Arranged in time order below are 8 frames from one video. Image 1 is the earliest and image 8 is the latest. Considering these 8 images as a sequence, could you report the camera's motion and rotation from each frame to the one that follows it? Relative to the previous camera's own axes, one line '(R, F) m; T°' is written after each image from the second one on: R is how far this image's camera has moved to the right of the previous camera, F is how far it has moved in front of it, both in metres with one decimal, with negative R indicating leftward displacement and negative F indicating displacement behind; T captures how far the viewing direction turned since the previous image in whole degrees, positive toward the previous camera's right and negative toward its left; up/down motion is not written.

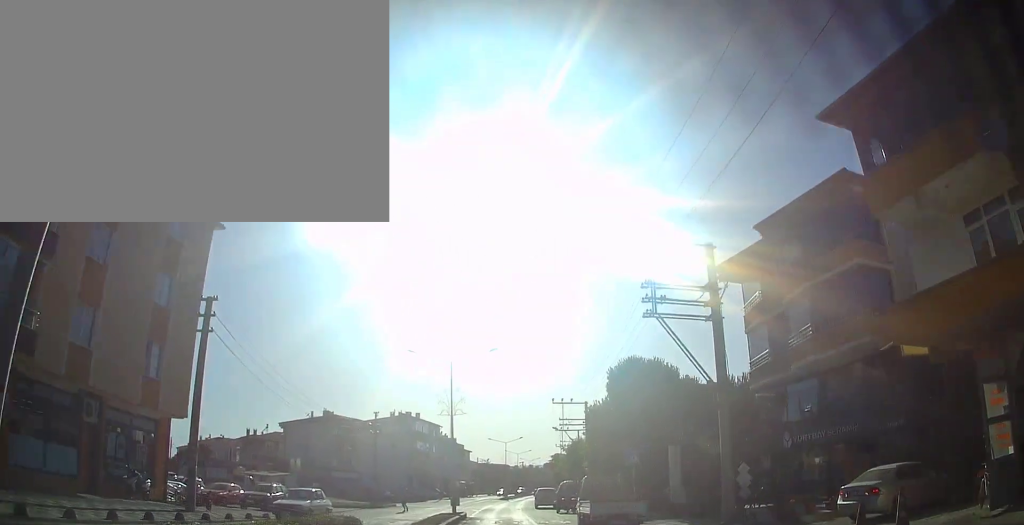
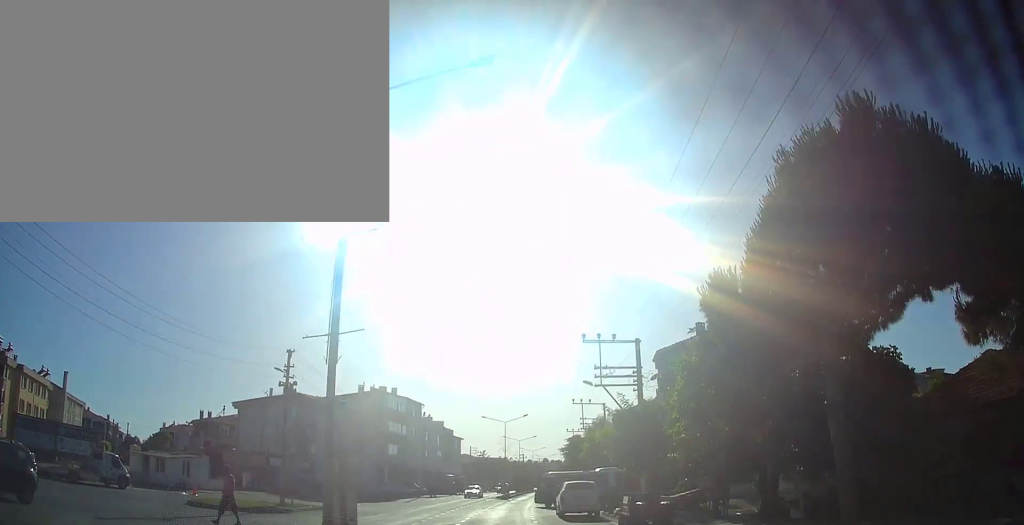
(+0.1, +23.0) m; +1°
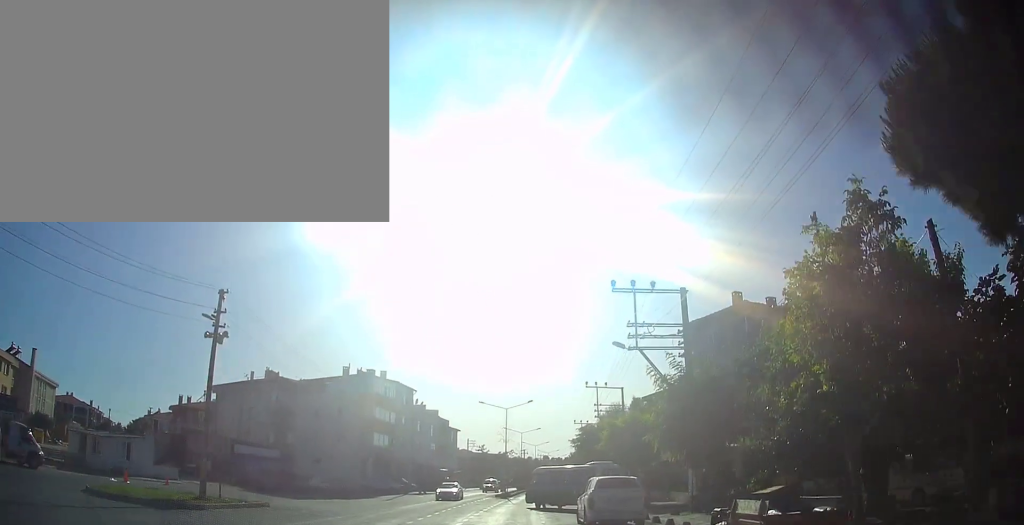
(+0.1, +9.3) m; 0°
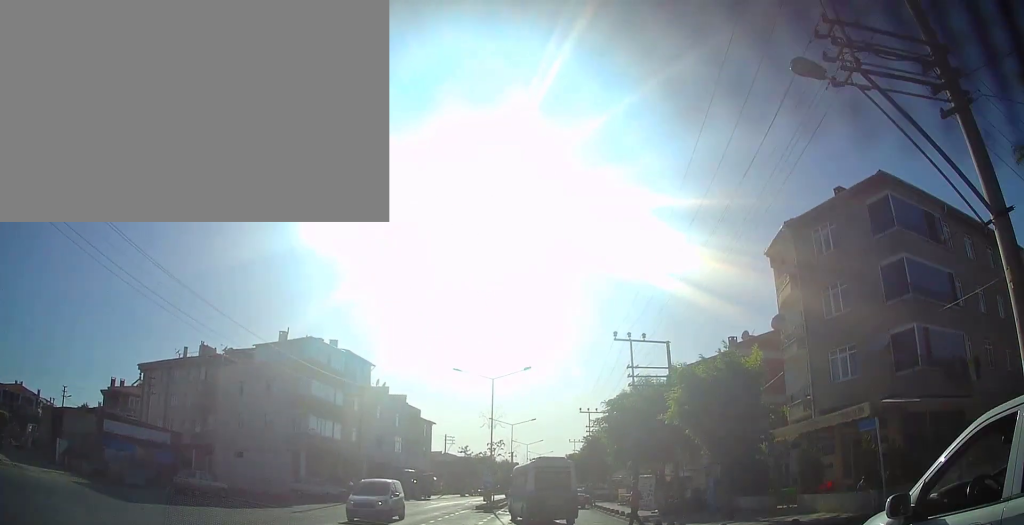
(-0.4, +20.0) m; -1°
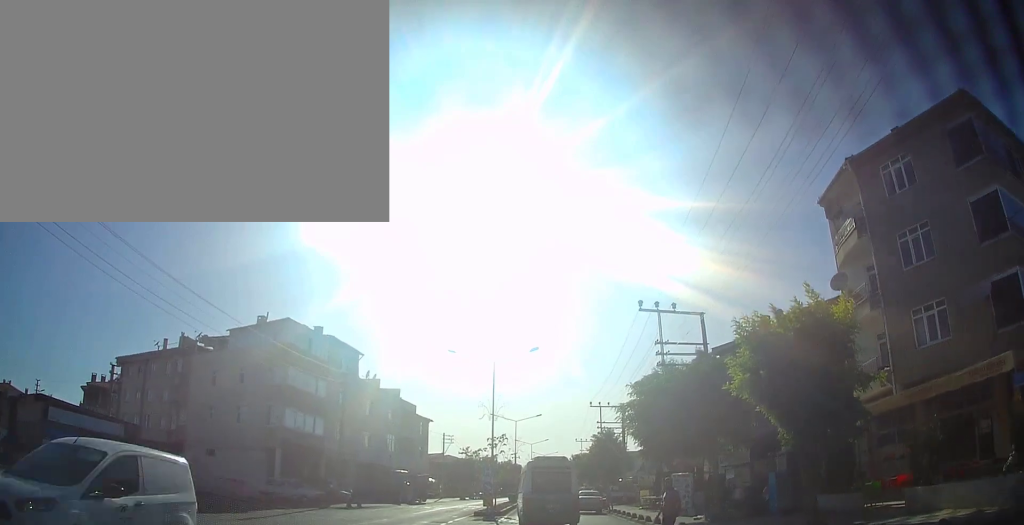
(0.0, +6.1) m; 0°
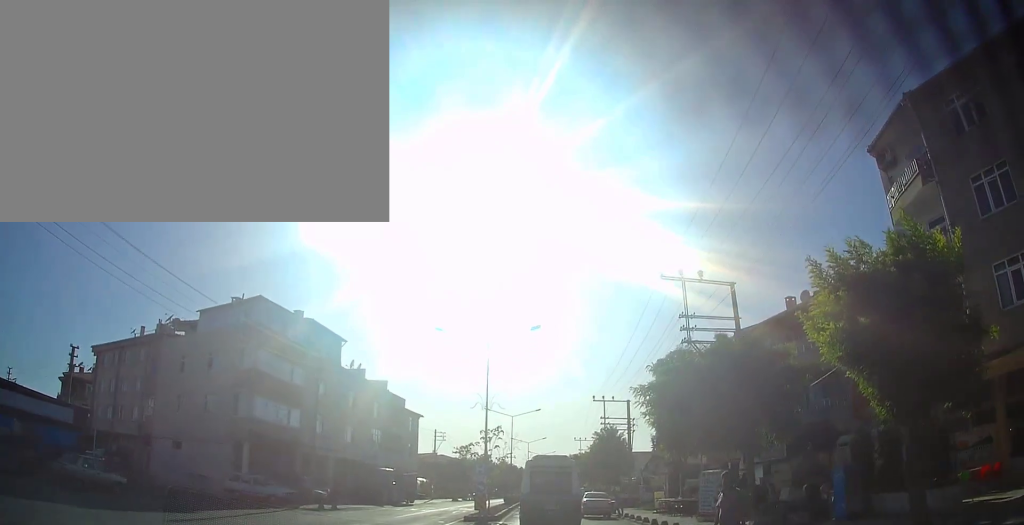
(0.0, +4.4) m; 0°
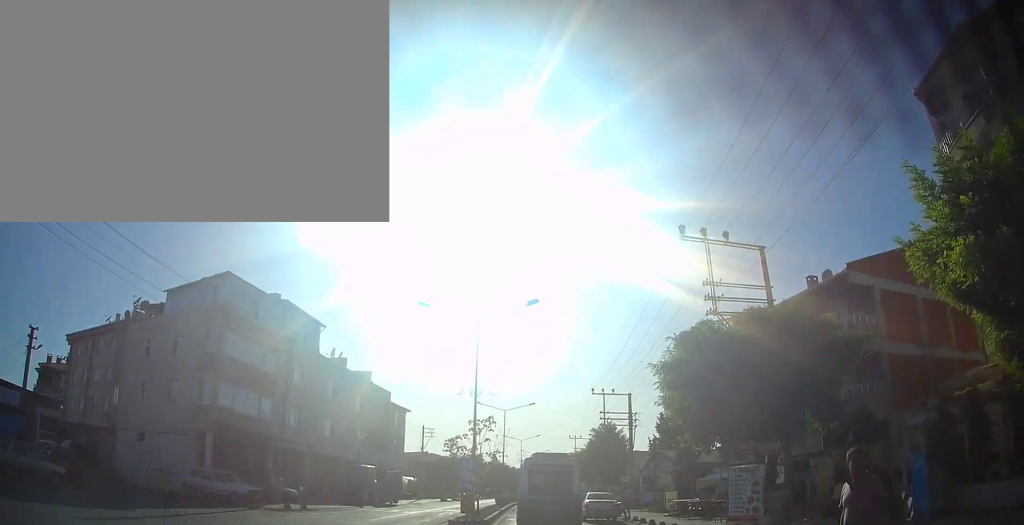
(0.0, +4.1) m; +1°
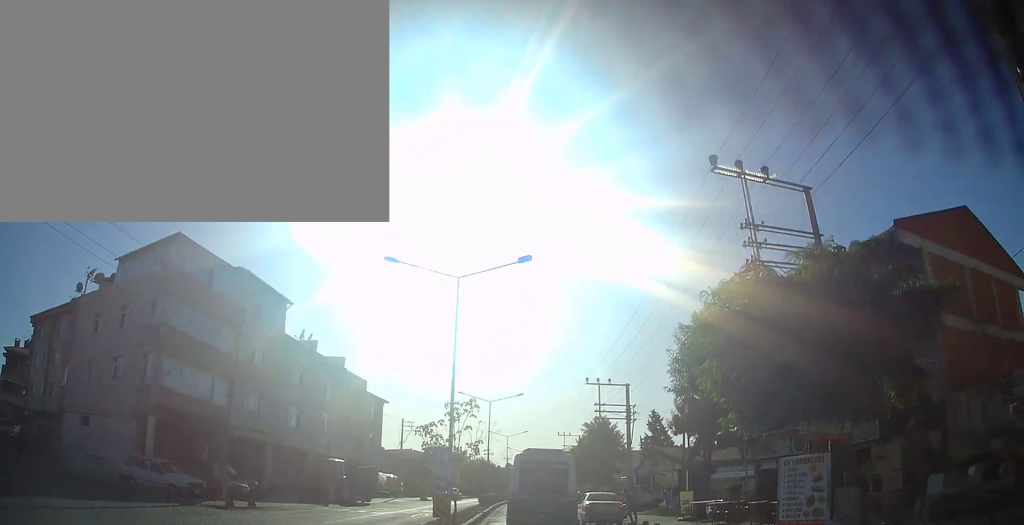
(0.0, +4.3) m; +2°
